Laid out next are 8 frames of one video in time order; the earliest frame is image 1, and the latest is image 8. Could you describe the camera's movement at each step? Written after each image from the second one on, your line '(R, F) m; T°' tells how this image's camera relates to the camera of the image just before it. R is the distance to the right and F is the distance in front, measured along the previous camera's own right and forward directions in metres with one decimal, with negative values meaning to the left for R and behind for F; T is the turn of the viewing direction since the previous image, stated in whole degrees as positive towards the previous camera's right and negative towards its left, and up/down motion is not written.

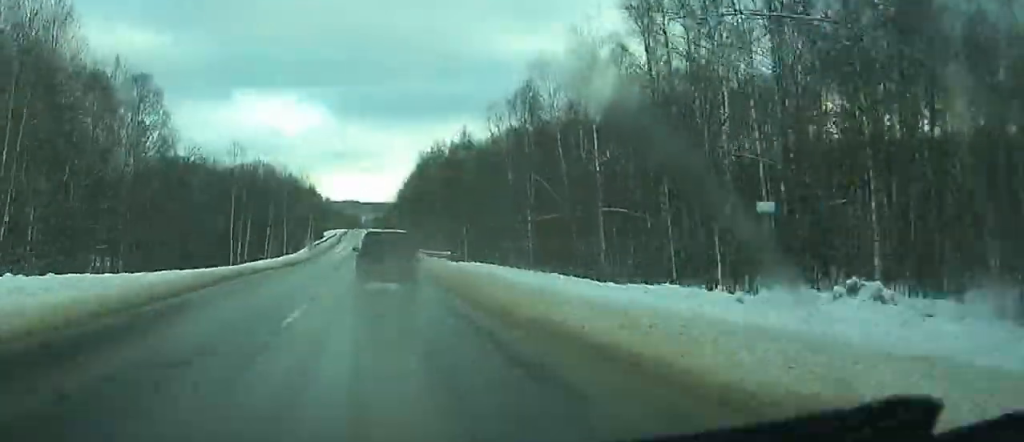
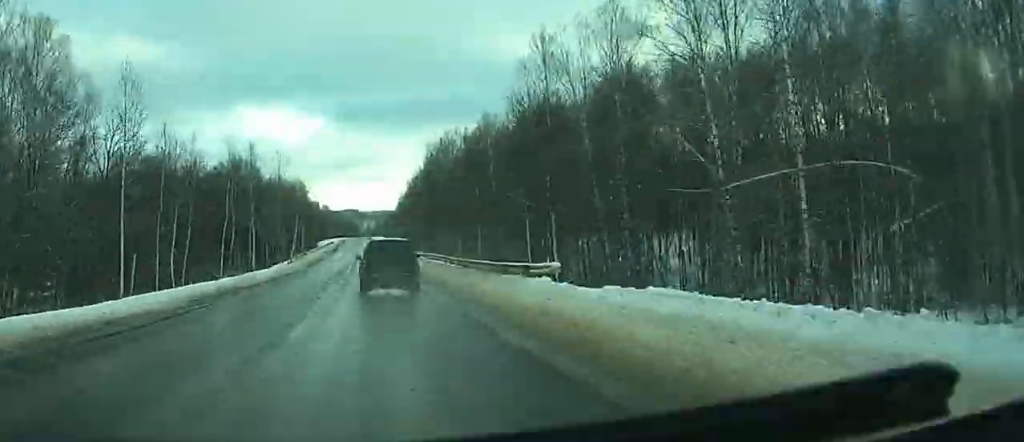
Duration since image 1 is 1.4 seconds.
(0.0, +40.2) m; 0°
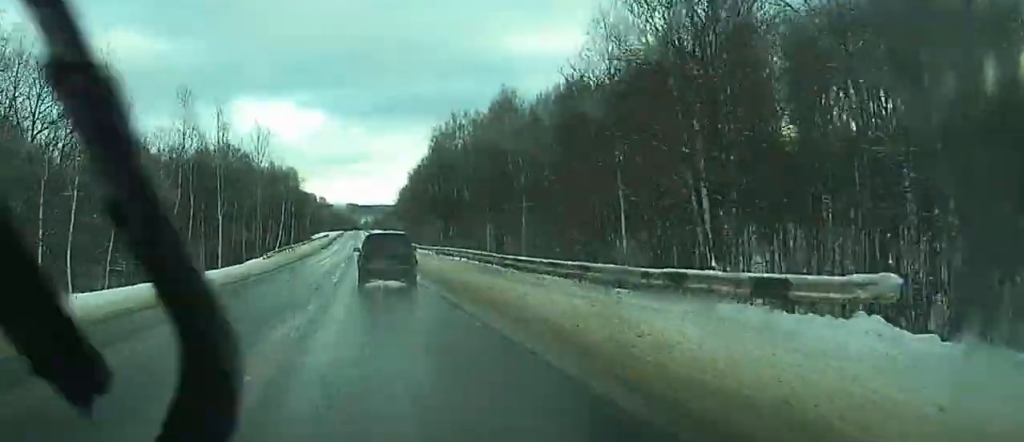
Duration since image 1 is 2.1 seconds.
(0.0, +21.7) m; 0°
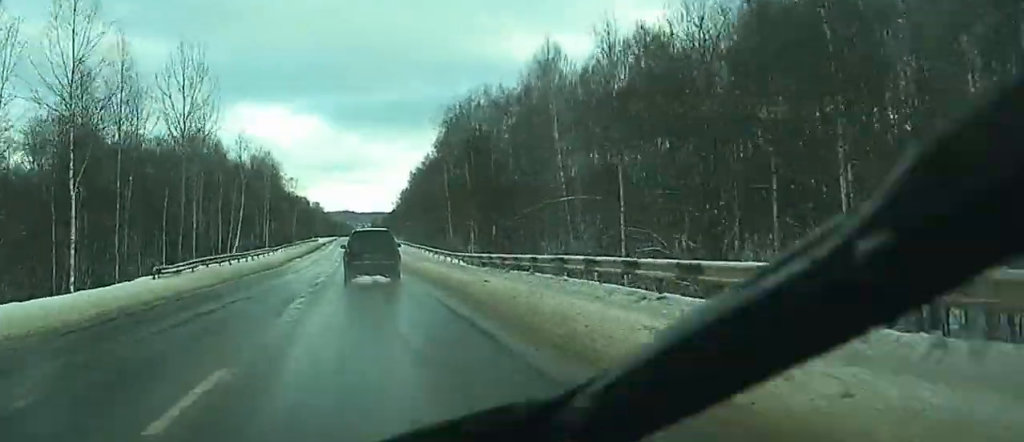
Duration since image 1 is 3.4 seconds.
(0.0, +37.3) m; 0°
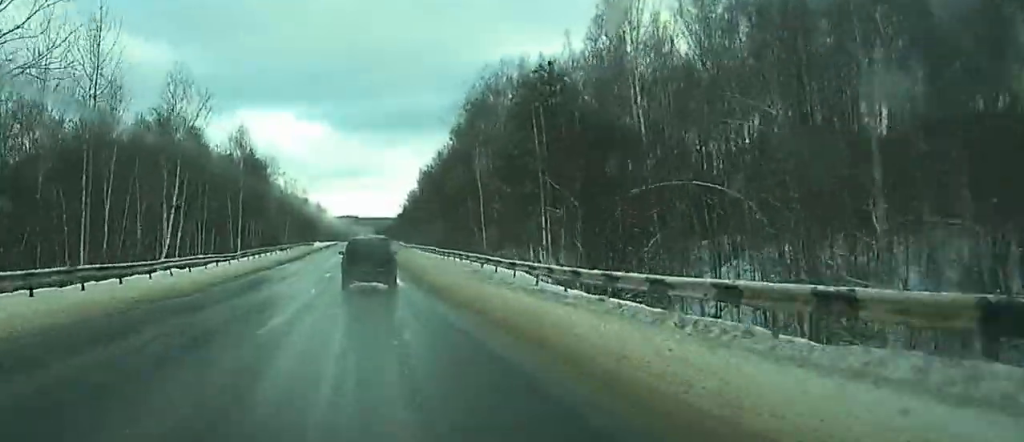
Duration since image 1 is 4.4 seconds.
(-0.1, +29.8) m; 0°
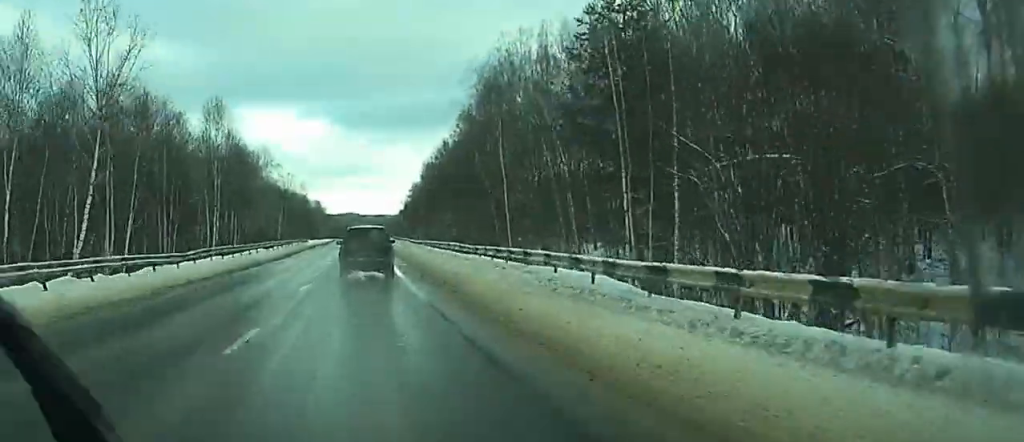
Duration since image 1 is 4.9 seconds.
(0.0, +15.2) m; 0°
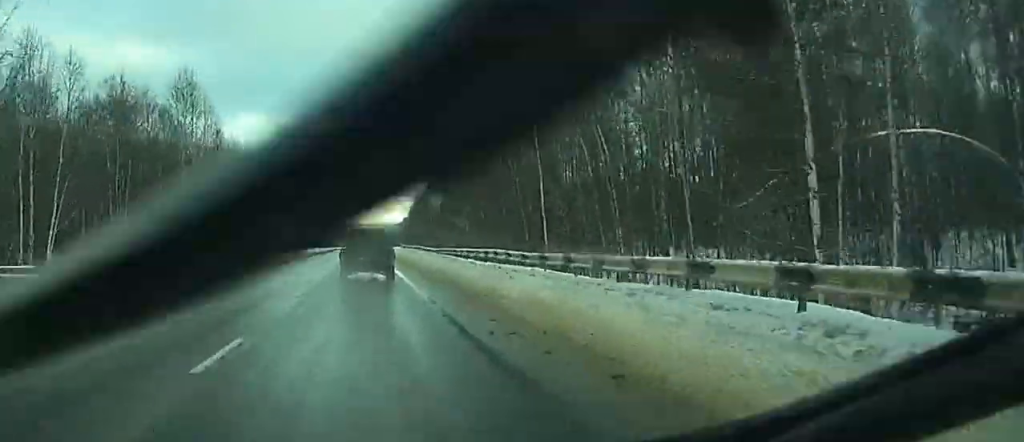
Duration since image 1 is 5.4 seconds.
(0.0, +14.0) m; 0°
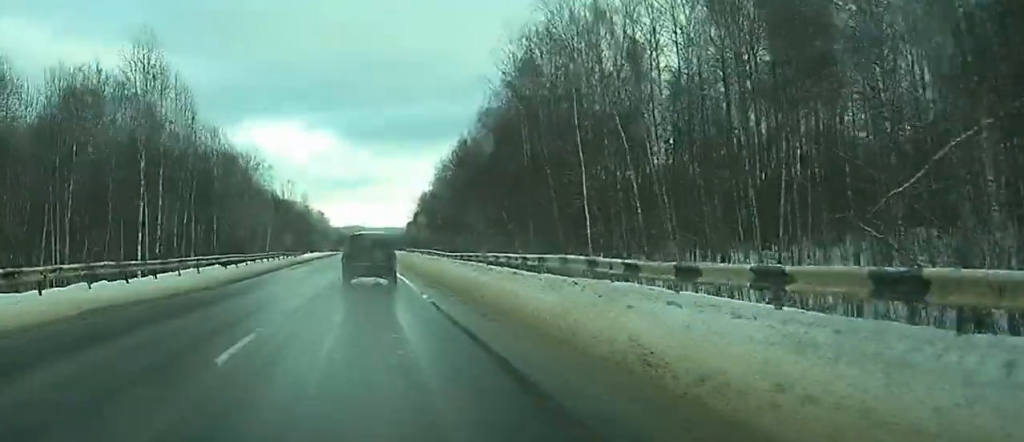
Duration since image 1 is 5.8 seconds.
(0.0, +11.2) m; 0°
